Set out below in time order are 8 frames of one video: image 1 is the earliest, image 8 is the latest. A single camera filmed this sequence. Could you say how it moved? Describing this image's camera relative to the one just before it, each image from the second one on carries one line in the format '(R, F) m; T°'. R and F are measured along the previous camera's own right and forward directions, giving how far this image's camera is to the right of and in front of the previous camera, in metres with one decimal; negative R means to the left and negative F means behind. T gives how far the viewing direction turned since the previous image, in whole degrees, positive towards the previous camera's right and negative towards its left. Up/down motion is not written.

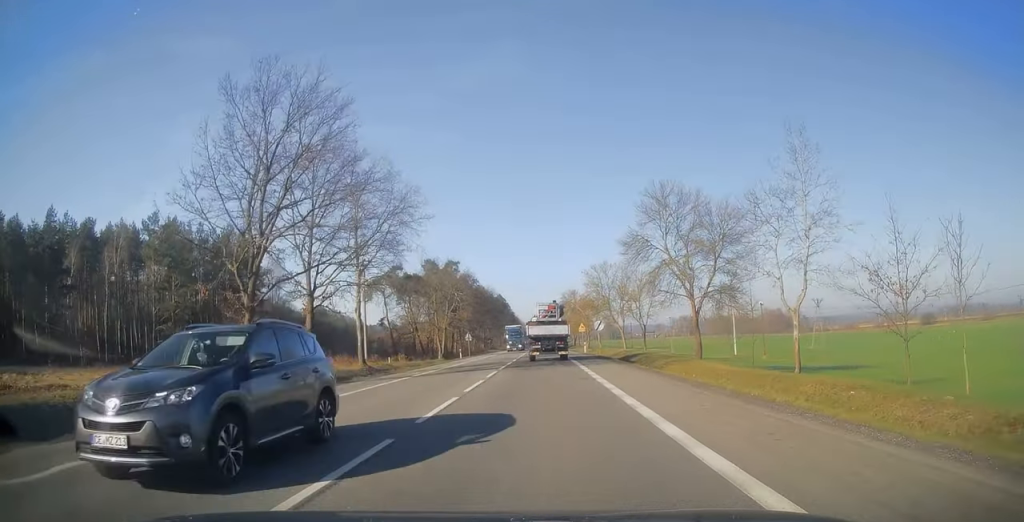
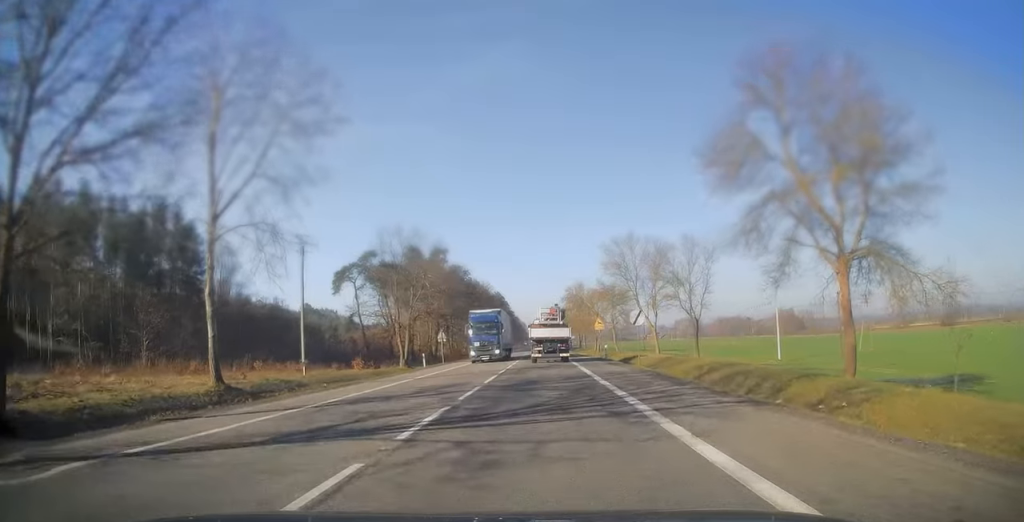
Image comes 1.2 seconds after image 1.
(0.0, +20.1) m; 0°
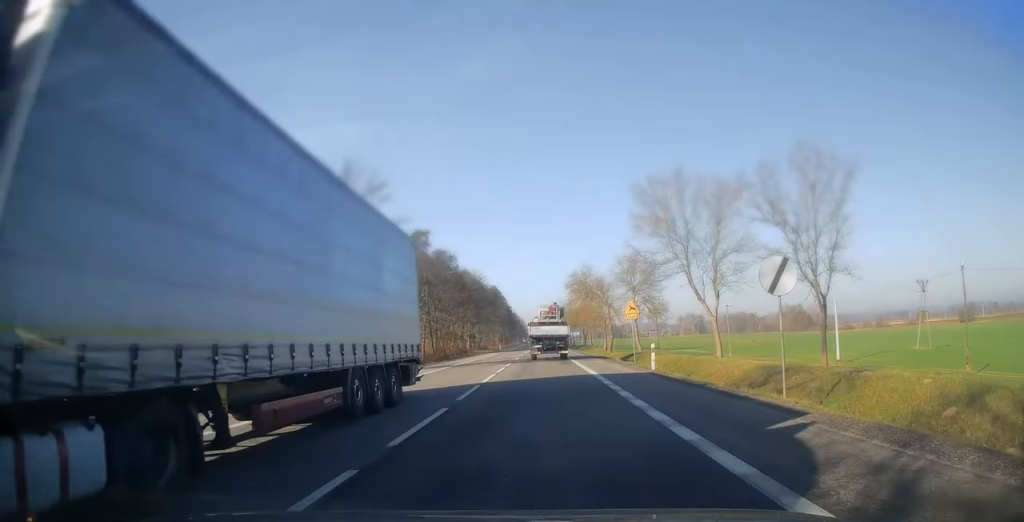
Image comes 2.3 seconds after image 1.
(+0.2, +18.8) m; 0°
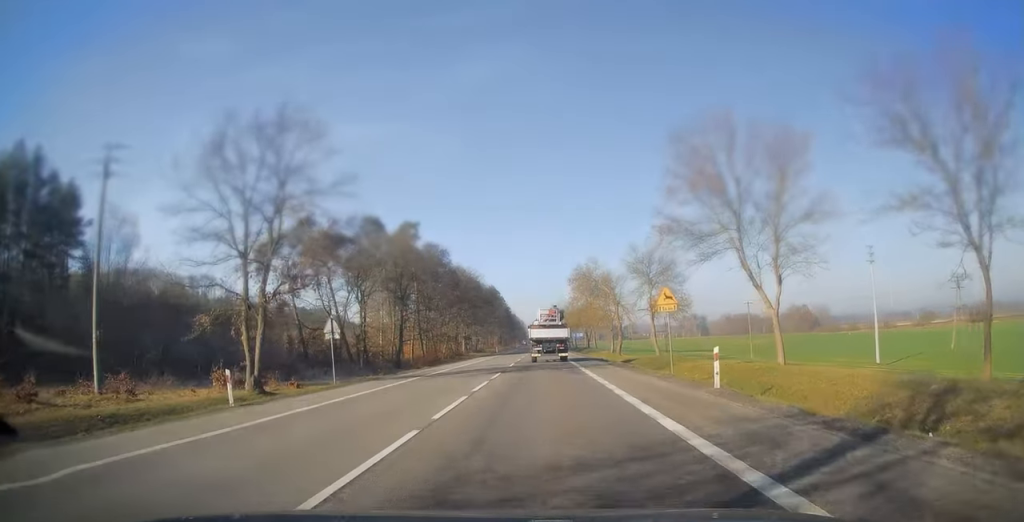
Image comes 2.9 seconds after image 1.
(0.0, +9.1) m; 0°
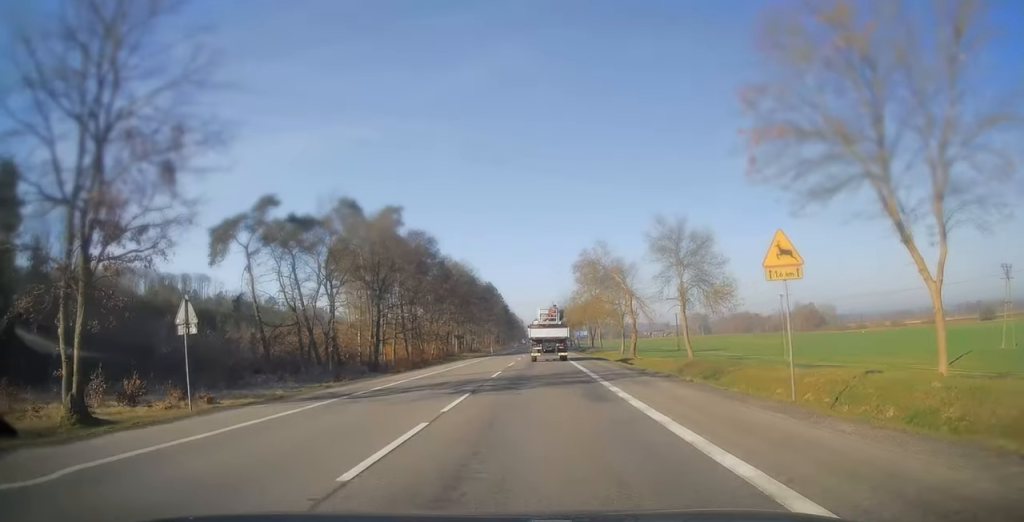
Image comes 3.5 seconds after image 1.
(-0.2, +11.2) m; -1°
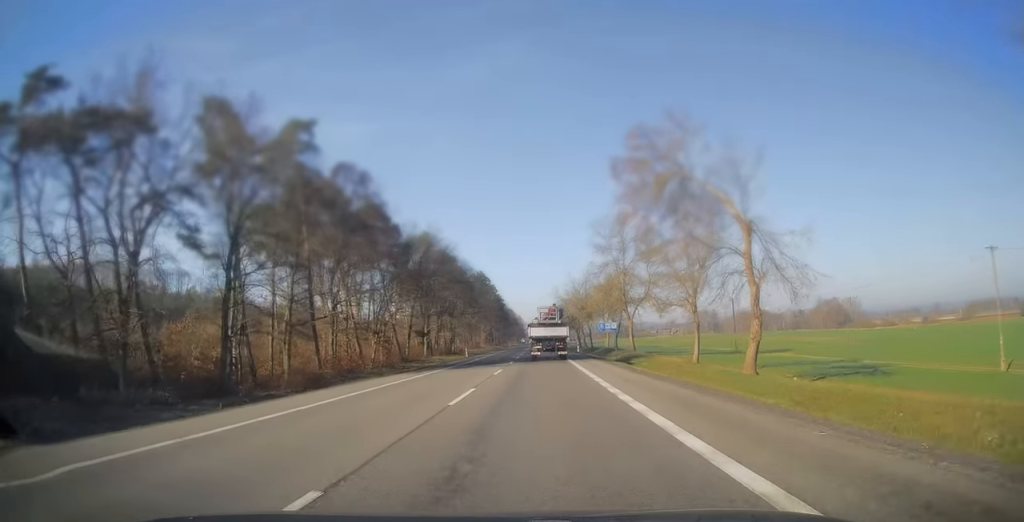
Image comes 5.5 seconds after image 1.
(+0.1, +35.1) m; -1°
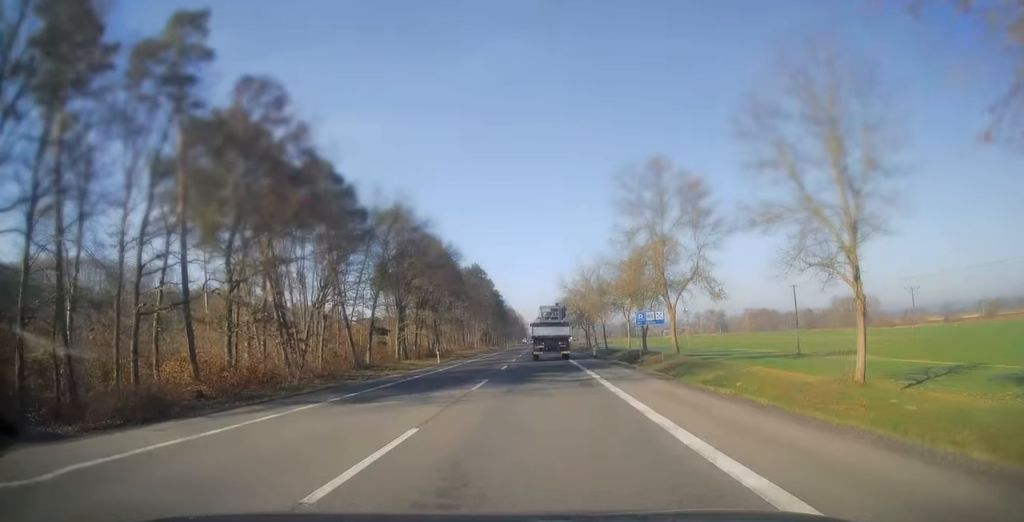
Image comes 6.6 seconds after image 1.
(-0.4, +20.3) m; 0°
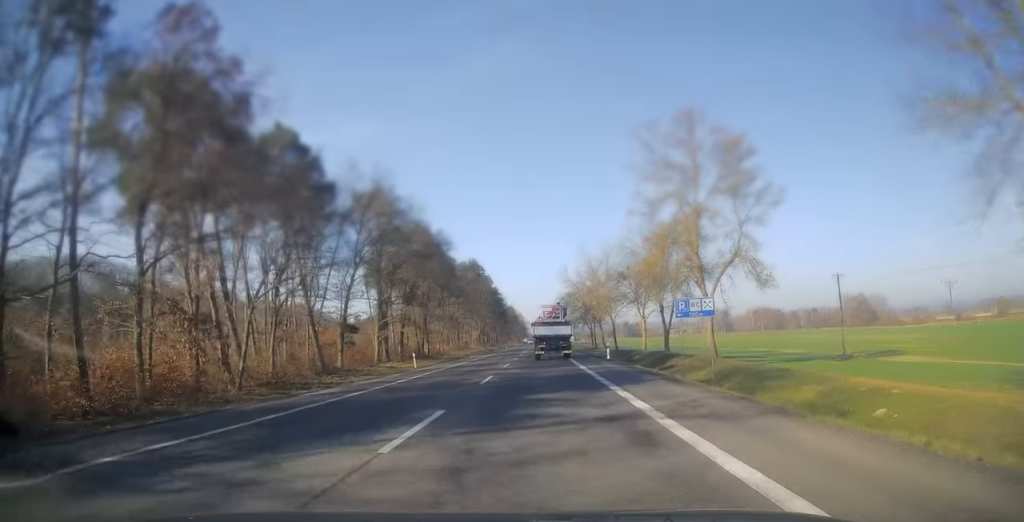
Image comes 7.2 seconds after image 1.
(+0.3, +9.8) m; 0°
